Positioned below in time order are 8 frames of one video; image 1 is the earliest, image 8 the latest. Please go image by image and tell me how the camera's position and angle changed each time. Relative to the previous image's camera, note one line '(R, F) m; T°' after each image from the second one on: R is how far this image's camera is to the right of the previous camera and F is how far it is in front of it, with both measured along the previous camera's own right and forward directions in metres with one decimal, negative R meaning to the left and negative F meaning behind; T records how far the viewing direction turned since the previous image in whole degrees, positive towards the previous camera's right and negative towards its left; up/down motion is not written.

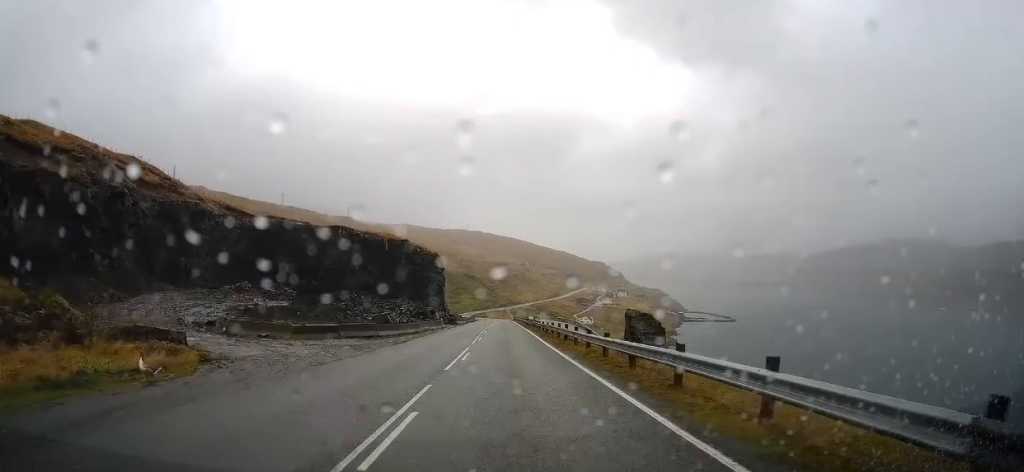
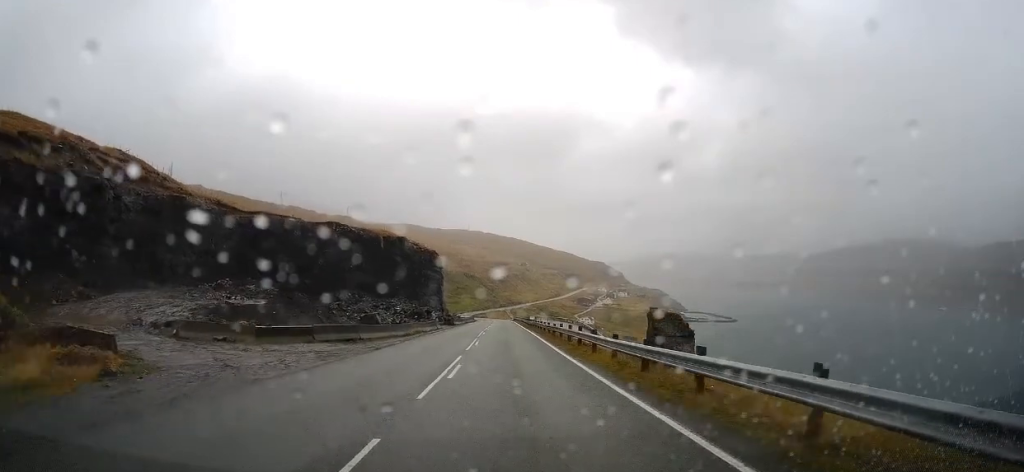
(0.0, +5.7) m; 0°
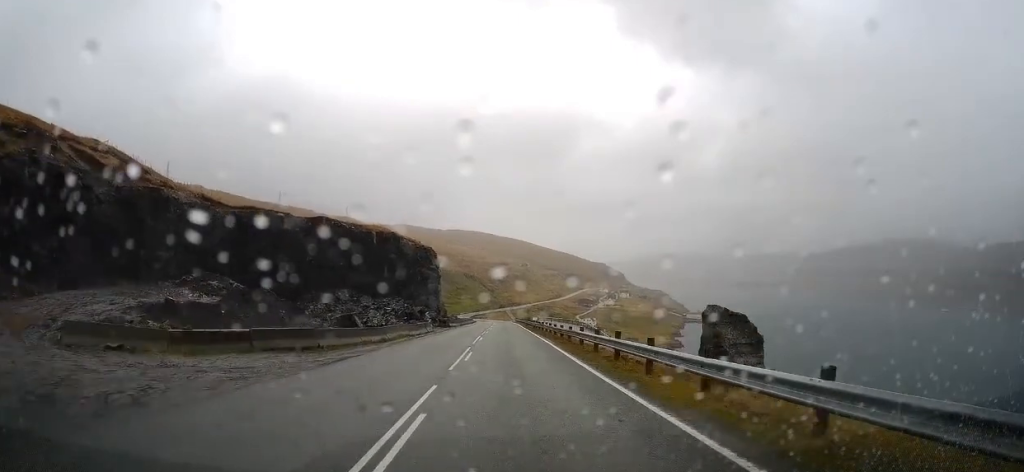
(+0.3, +8.6) m; 0°
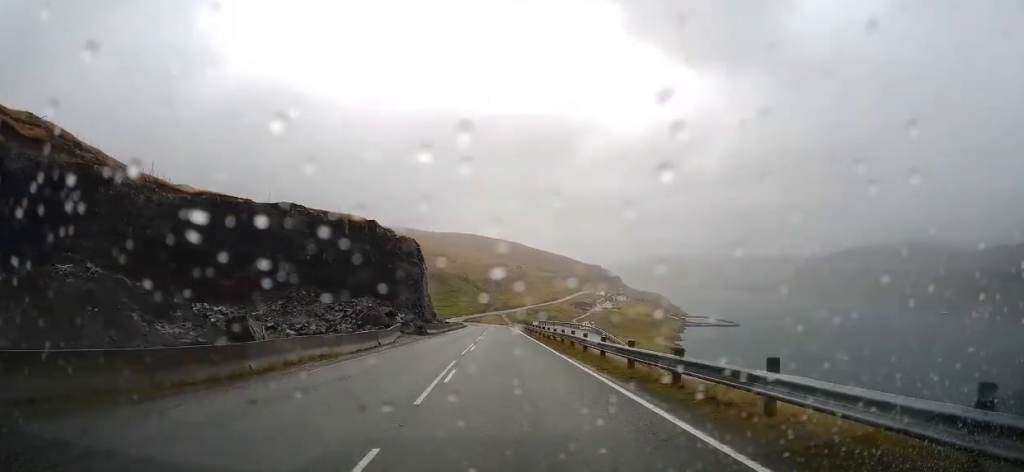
(-0.7, +18.4) m; -2°
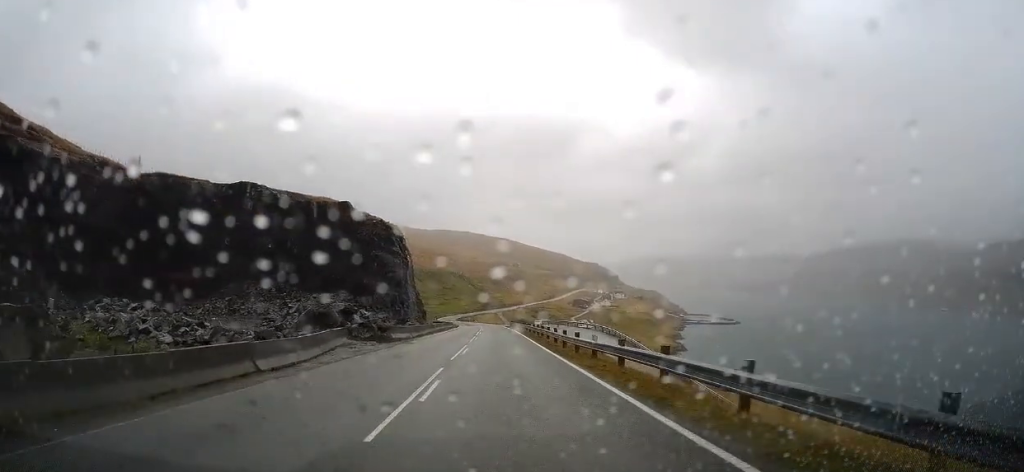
(+0.2, +15.1) m; +3°
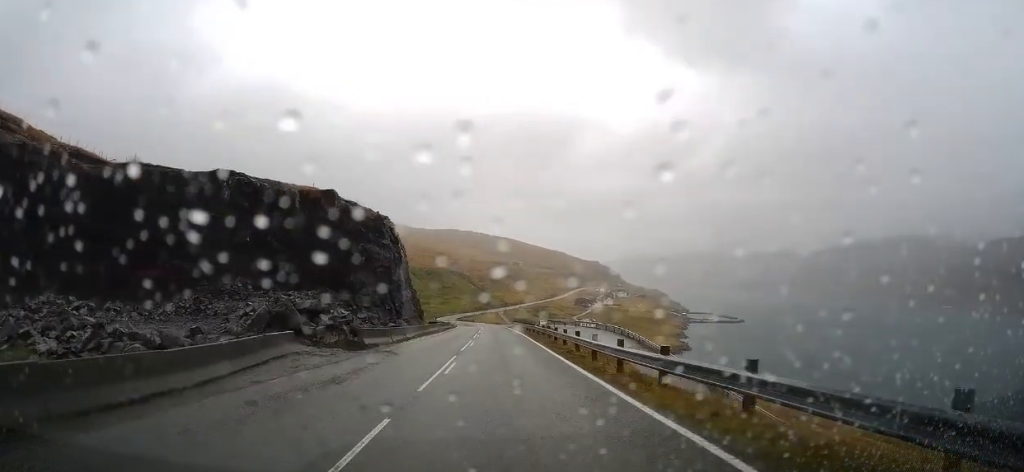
(+0.1, +7.8) m; +1°
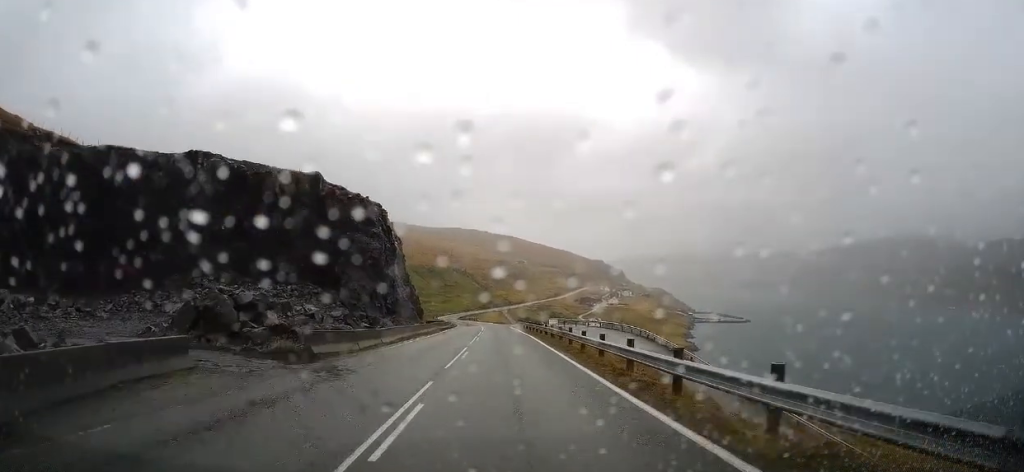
(+0.3, +8.3) m; 0°
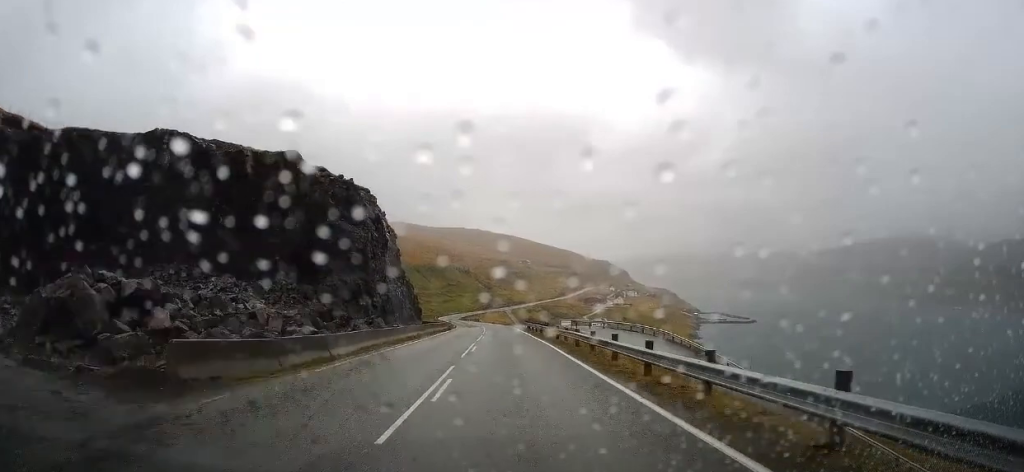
(-0.3, +8.9) m; -1°
